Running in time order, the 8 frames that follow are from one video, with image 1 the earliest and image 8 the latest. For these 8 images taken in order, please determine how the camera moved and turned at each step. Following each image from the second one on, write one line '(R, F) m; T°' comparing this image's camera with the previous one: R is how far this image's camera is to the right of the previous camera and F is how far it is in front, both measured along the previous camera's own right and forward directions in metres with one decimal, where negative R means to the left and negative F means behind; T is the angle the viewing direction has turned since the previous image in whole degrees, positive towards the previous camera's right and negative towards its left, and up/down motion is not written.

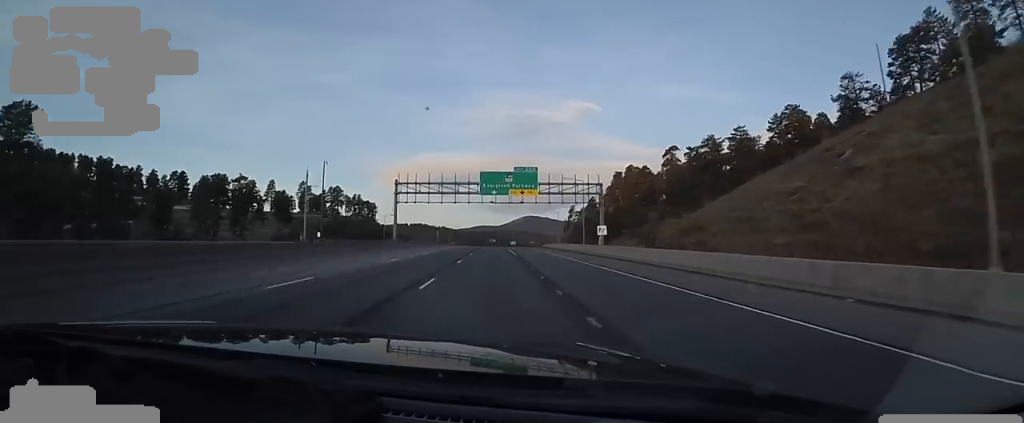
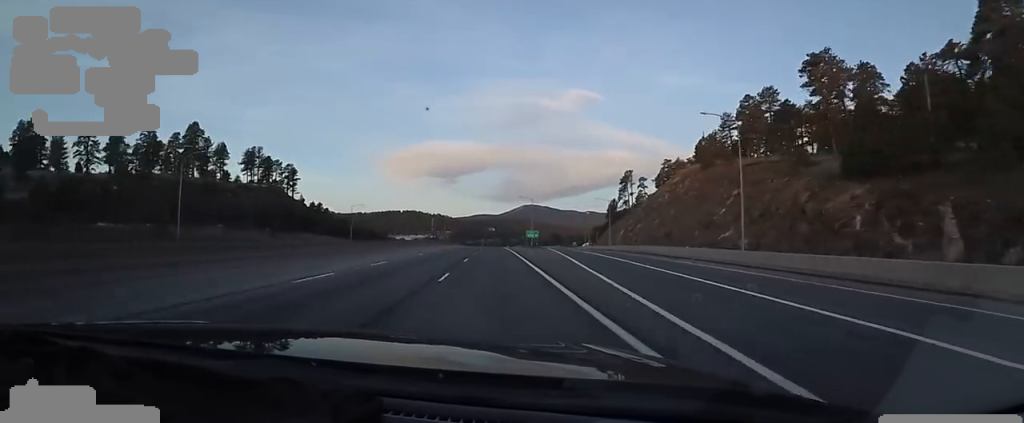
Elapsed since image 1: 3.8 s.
(-0.3, +117.0) m; 0°
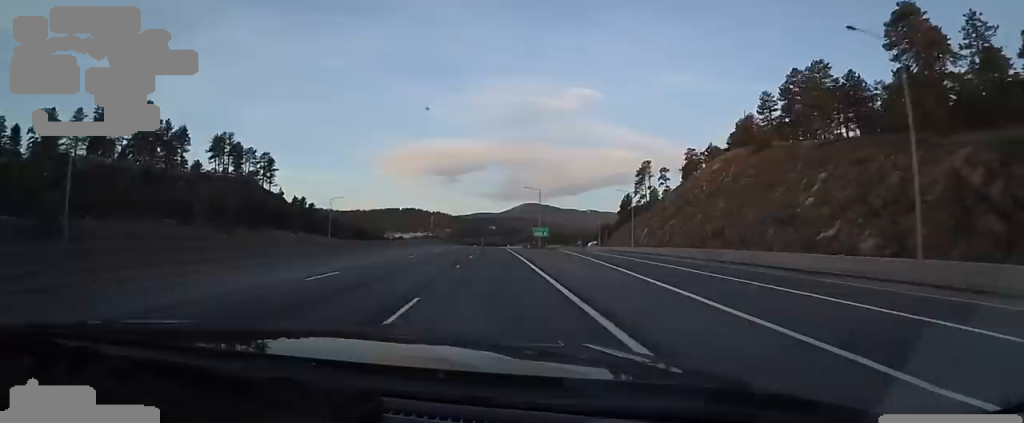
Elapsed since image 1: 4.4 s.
(+0.3, +18.7) m; 0°
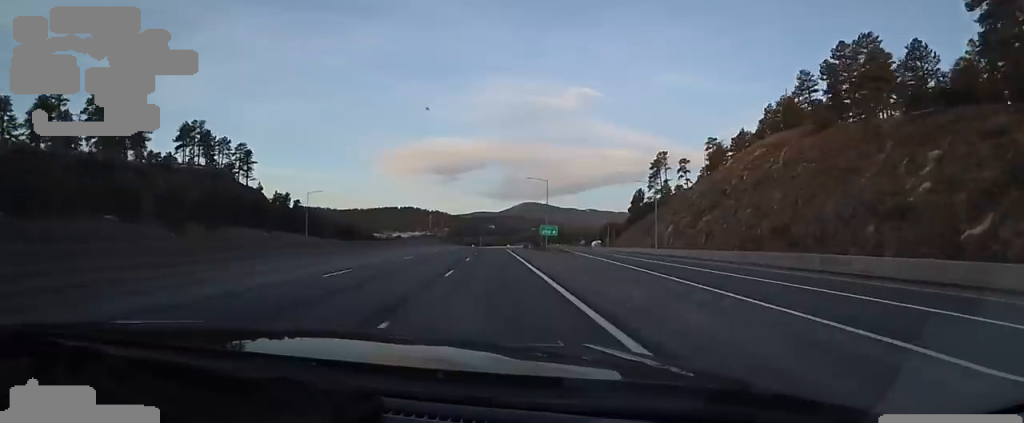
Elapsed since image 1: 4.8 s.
(-0.3, +14.5) m; 0°
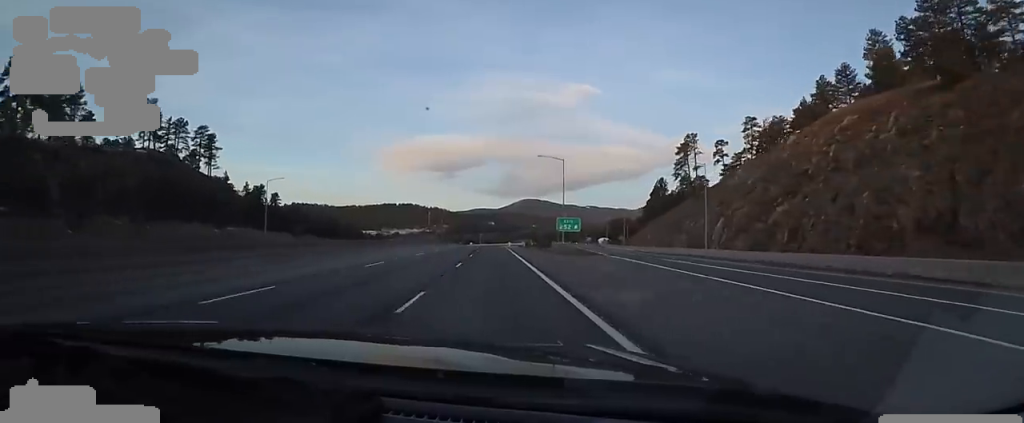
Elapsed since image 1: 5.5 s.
(-0.2, +19.7) m; 0°
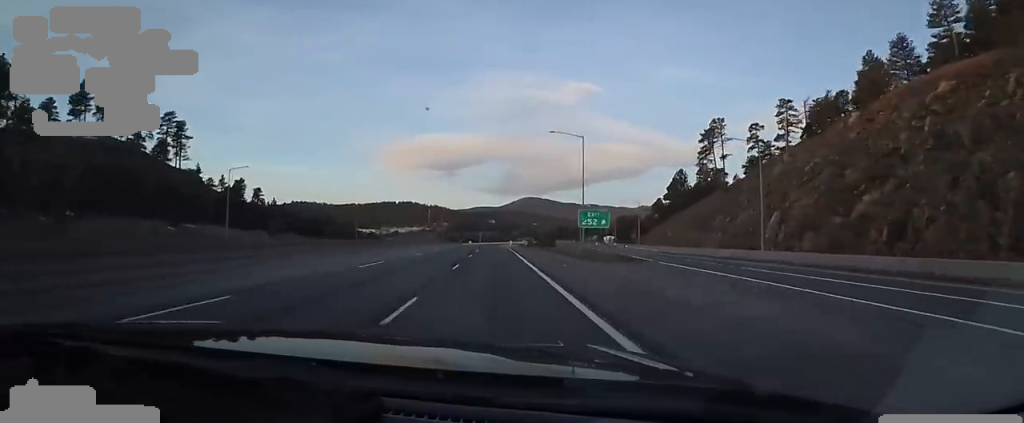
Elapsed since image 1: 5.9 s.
(+0.3, +13.5) m; 0°
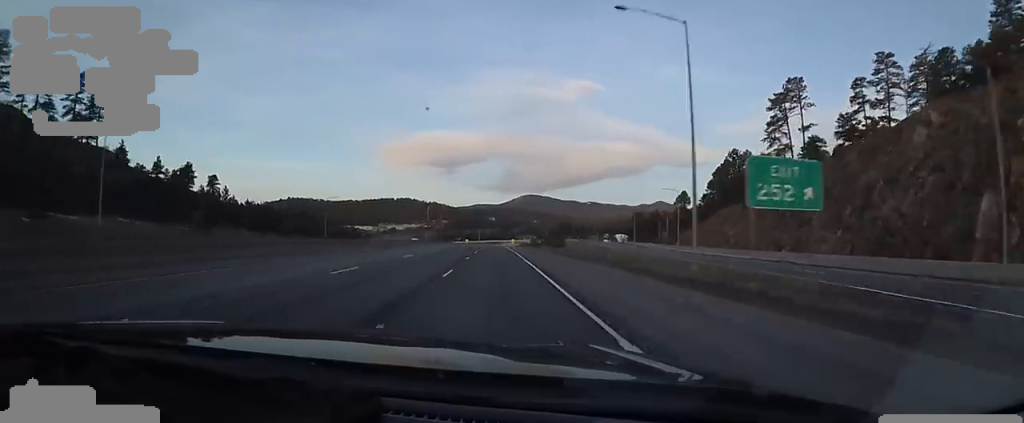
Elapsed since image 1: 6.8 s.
(+0.1, +27.4) m; +1°
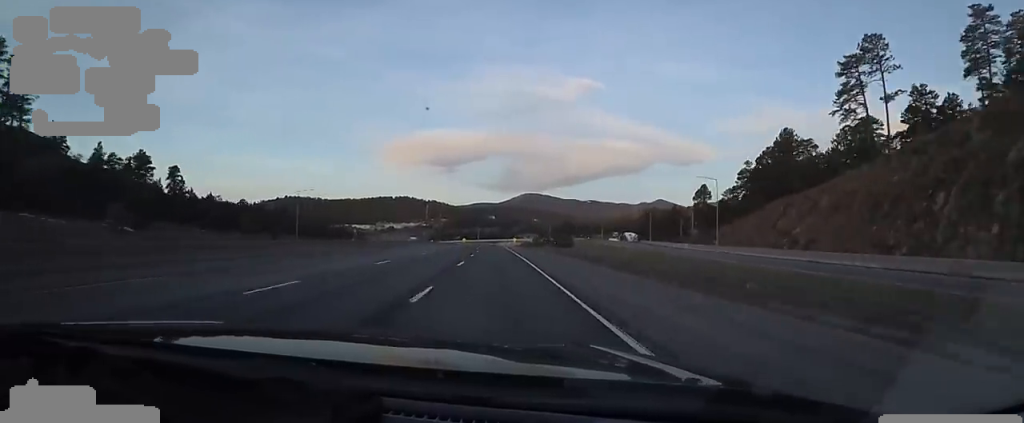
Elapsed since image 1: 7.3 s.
(-0.4, +18.3) m; +1°
